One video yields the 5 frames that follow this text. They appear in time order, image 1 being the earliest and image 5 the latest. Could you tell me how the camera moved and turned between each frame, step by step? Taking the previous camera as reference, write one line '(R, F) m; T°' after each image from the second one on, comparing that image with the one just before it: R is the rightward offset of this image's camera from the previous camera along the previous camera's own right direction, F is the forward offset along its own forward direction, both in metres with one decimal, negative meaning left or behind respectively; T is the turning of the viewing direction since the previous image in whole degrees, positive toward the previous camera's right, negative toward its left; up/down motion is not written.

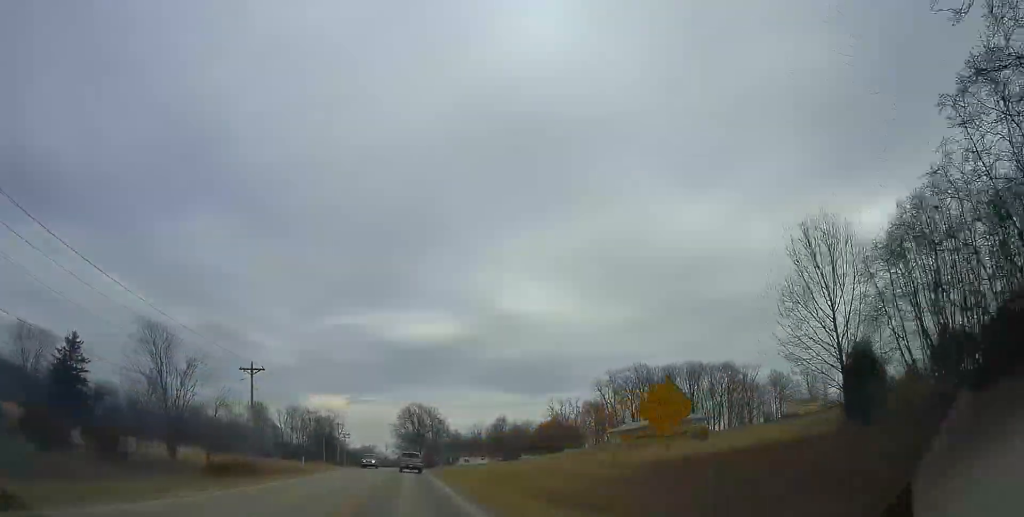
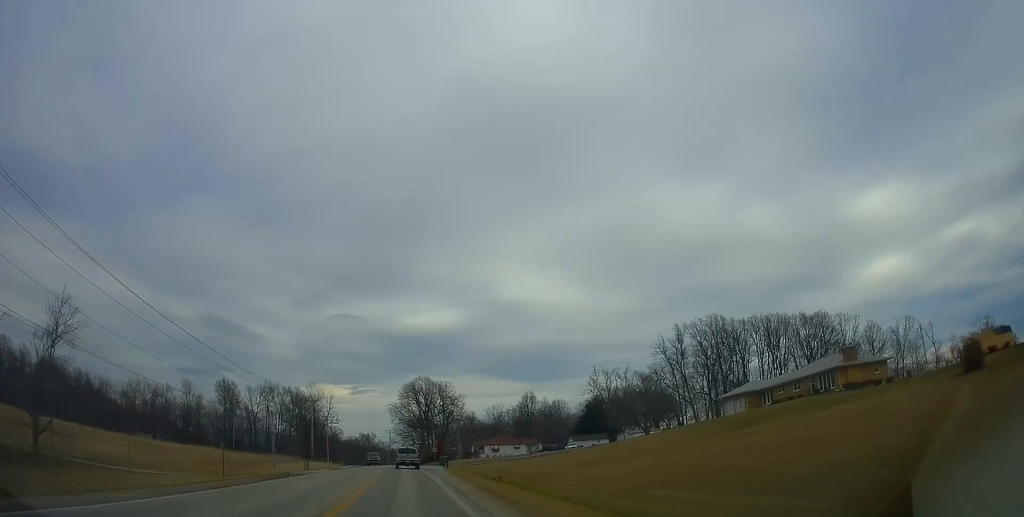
(+0.9, +46.5) m; +1°
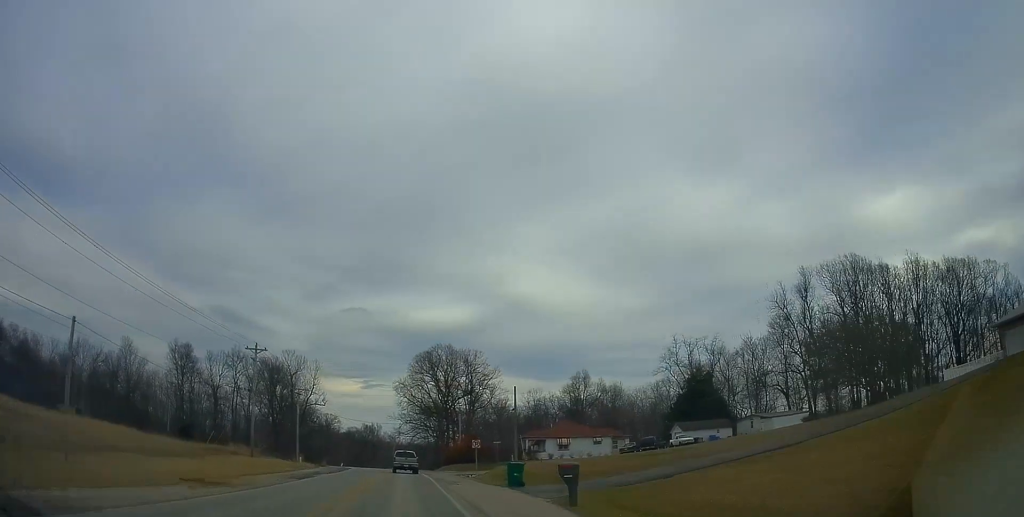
(0.0, +46.8) m; -2°
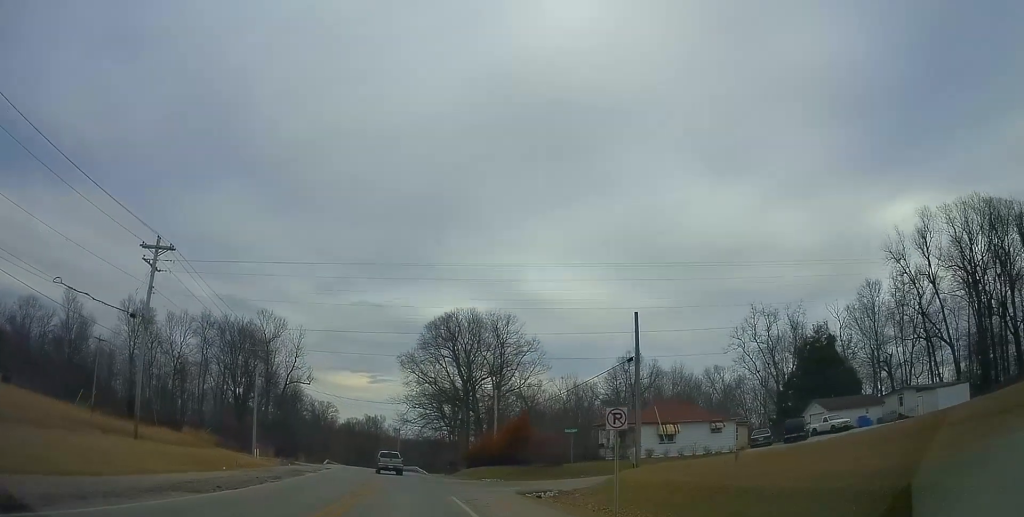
(-0.7, +28.4) m; -1°
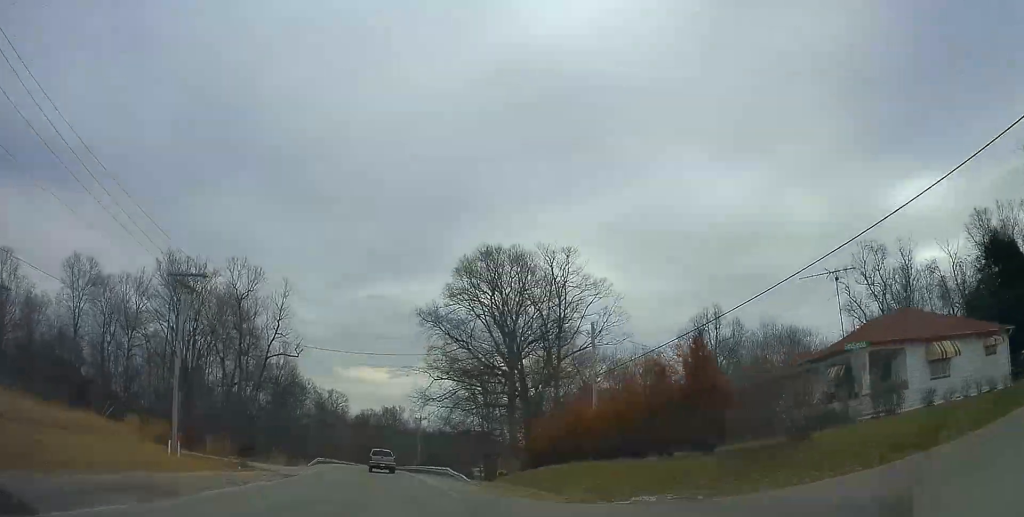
(0.0, +25.2) m; -1°
